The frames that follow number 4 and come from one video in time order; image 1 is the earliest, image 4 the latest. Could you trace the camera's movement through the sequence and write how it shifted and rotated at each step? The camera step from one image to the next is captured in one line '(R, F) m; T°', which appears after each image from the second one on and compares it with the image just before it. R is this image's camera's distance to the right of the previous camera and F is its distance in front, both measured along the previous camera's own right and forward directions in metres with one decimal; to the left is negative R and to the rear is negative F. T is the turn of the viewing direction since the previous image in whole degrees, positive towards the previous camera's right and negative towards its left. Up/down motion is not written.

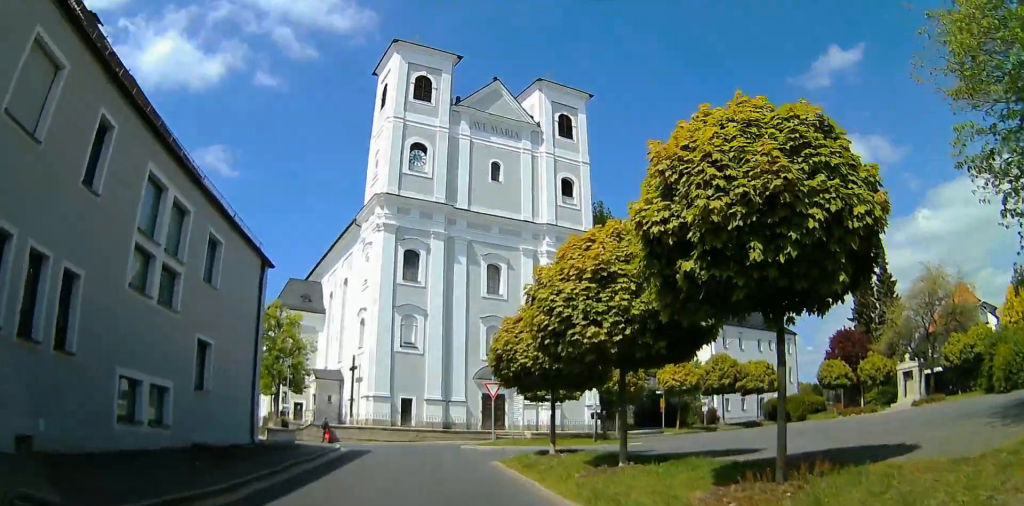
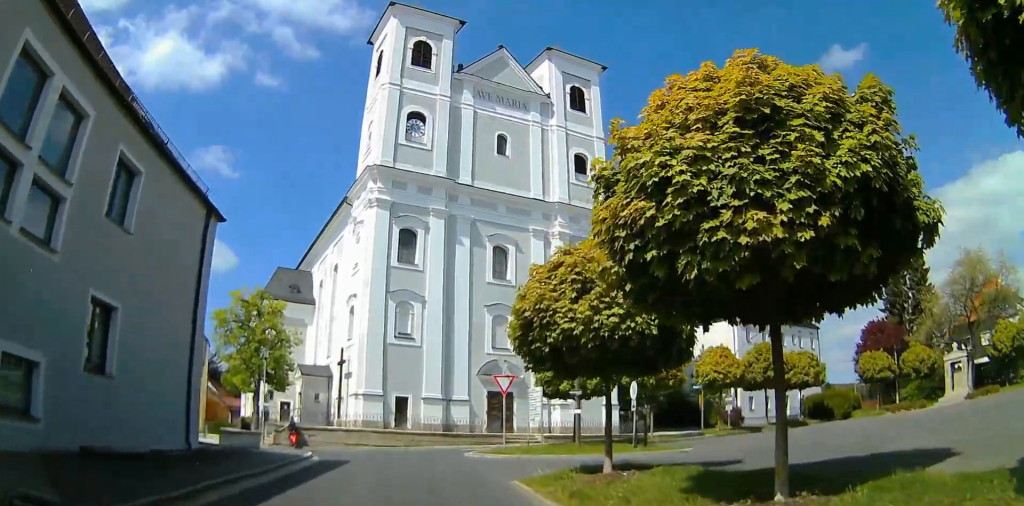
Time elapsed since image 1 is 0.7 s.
(0.0, +6.1) m; 0°
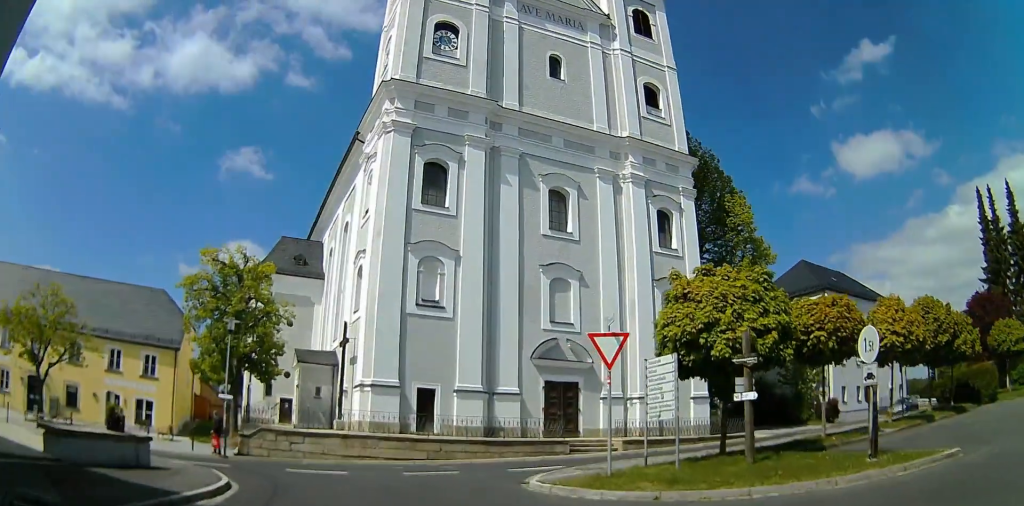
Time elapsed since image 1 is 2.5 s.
(0.0, +10.6) m; 0°
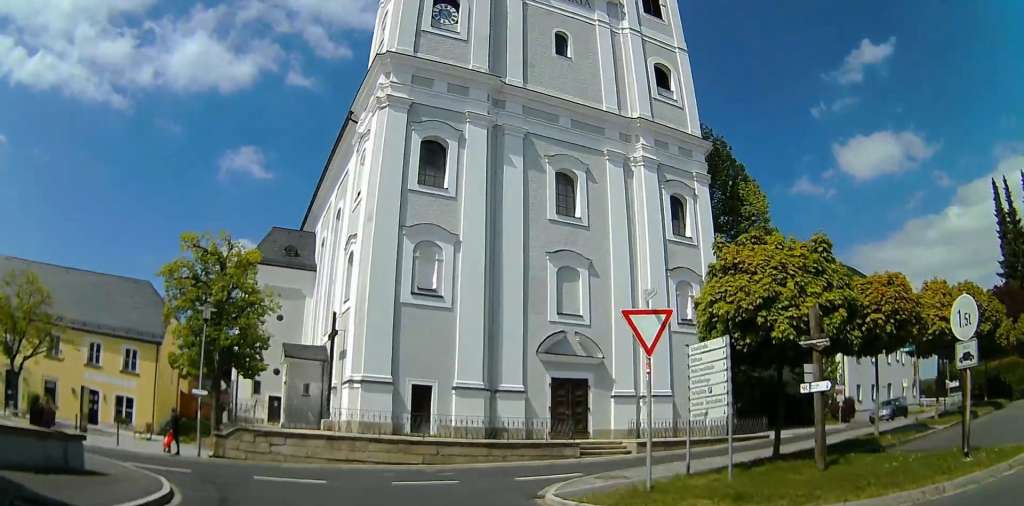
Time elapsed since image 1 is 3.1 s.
(0.0, +2.7) m; 0°
